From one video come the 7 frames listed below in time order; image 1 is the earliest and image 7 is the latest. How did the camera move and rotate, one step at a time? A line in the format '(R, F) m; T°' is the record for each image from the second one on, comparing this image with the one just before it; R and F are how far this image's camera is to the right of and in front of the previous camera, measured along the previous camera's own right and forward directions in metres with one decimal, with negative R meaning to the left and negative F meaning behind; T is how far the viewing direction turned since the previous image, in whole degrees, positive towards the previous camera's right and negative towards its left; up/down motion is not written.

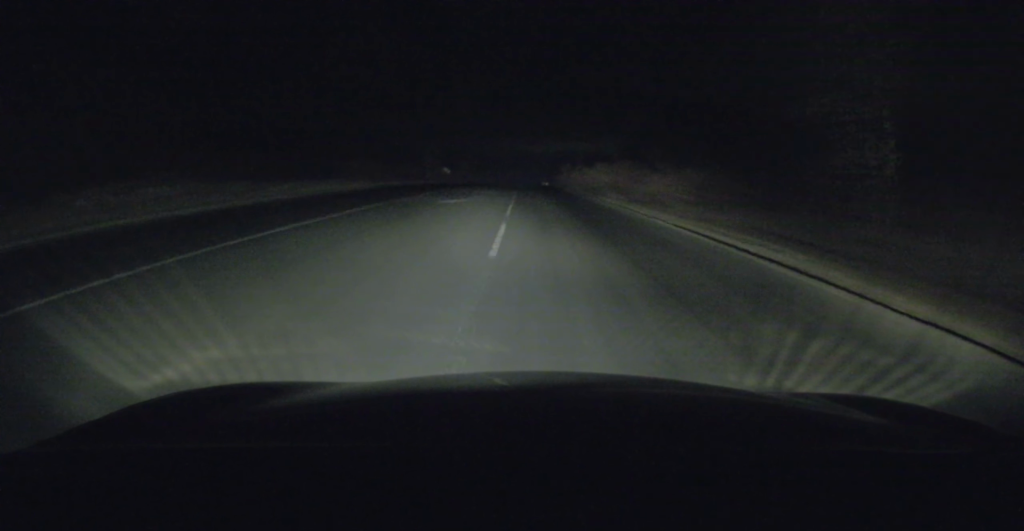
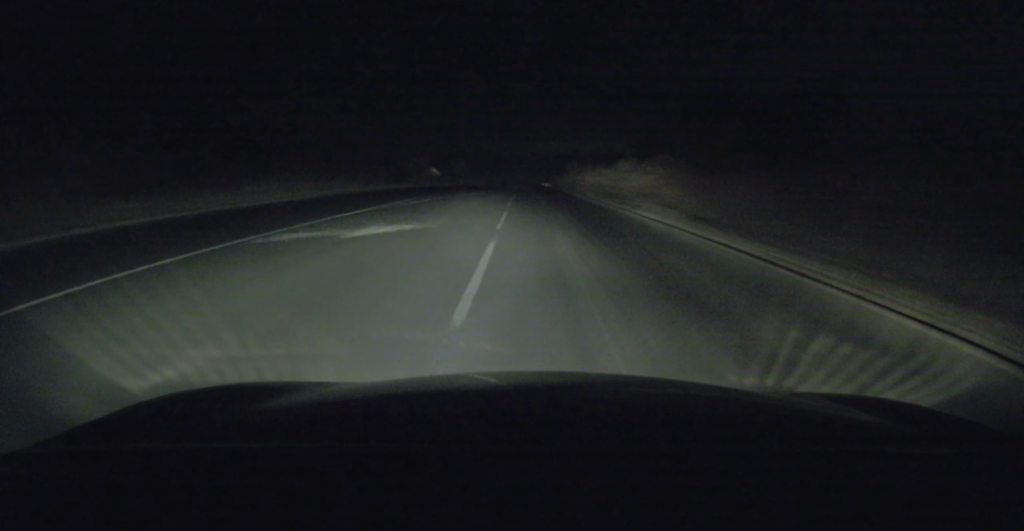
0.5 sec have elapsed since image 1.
(-0.1, +12.6) m; 0°
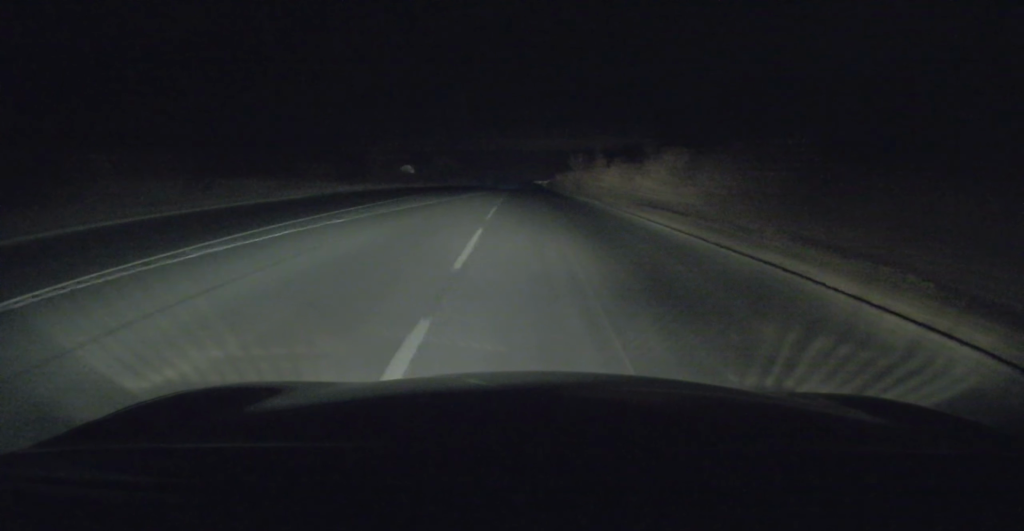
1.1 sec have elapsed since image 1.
(0.0, +15.1) m; 0°
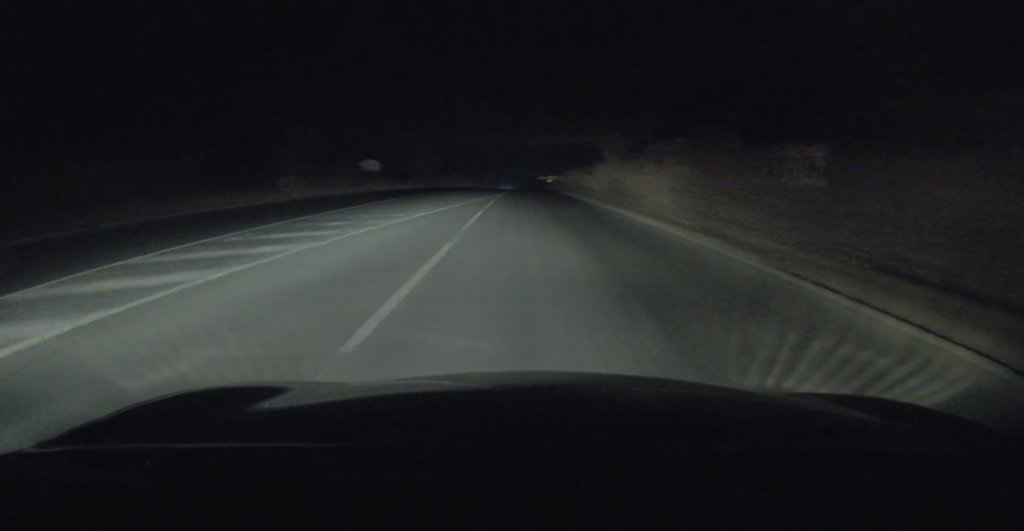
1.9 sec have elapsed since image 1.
(+0.1, +21.1) m; 0°
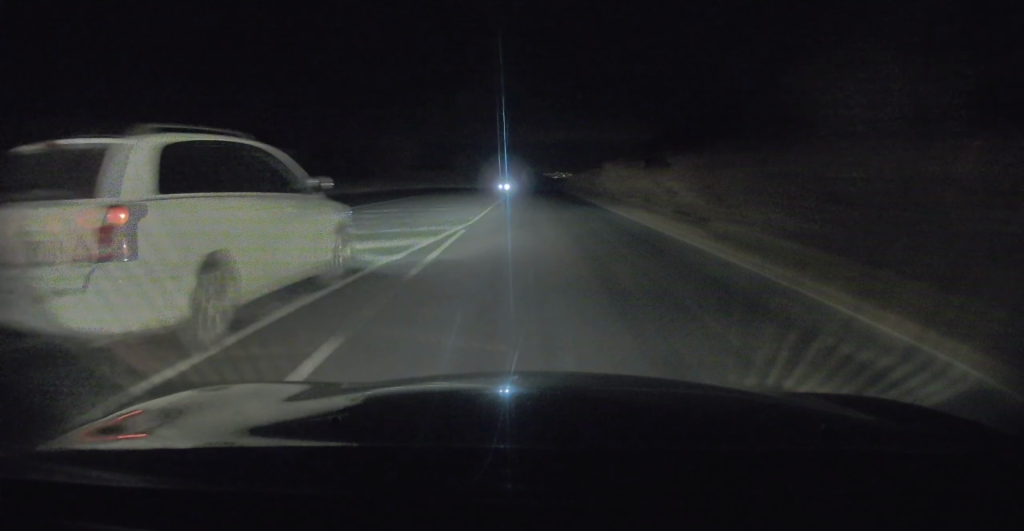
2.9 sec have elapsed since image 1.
(+0.1, +23.9) m; 0°
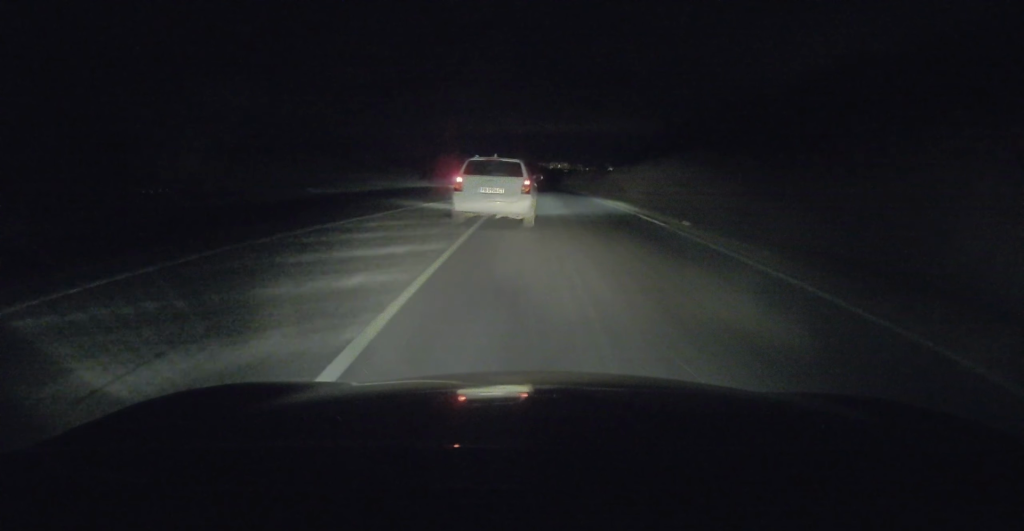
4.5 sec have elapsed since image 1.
(-0.1, +41.8) m; 0°
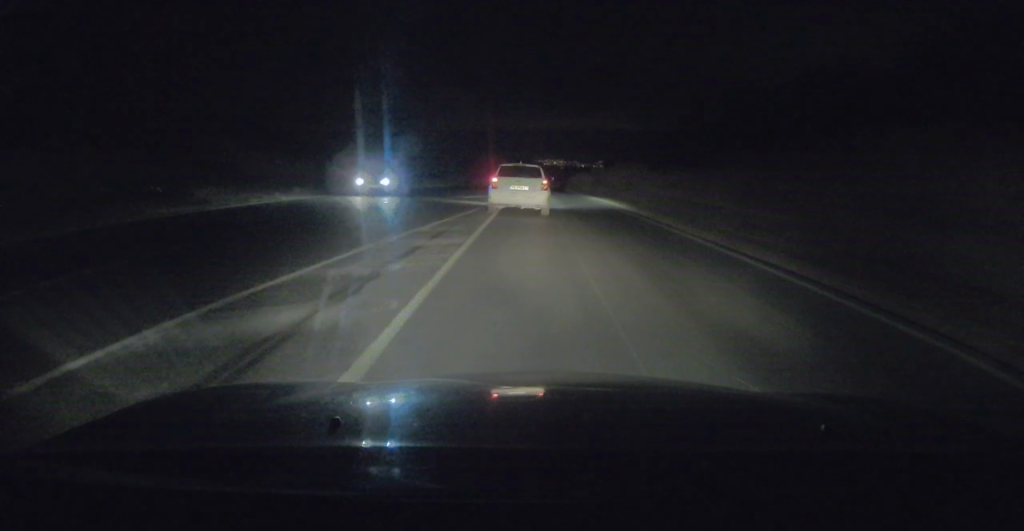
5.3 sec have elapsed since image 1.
(0.0, +22.9) m; 0°
